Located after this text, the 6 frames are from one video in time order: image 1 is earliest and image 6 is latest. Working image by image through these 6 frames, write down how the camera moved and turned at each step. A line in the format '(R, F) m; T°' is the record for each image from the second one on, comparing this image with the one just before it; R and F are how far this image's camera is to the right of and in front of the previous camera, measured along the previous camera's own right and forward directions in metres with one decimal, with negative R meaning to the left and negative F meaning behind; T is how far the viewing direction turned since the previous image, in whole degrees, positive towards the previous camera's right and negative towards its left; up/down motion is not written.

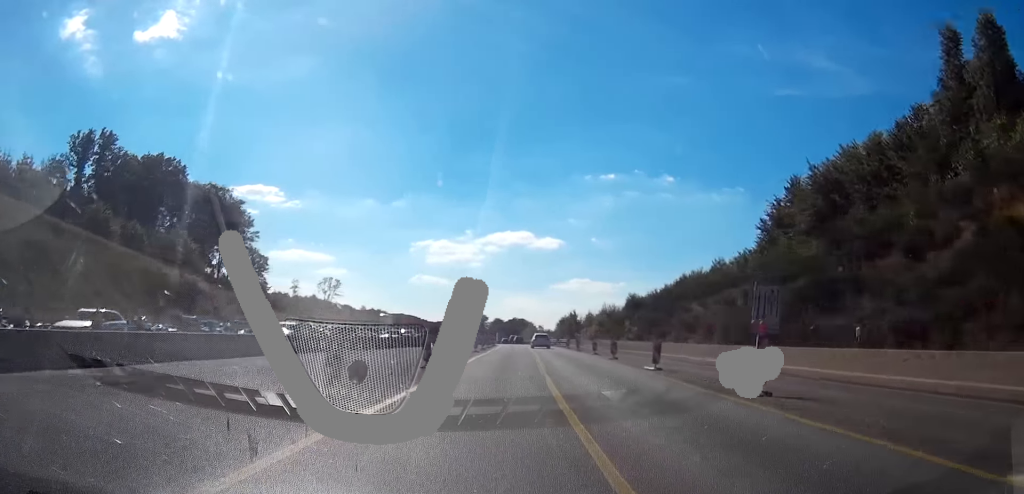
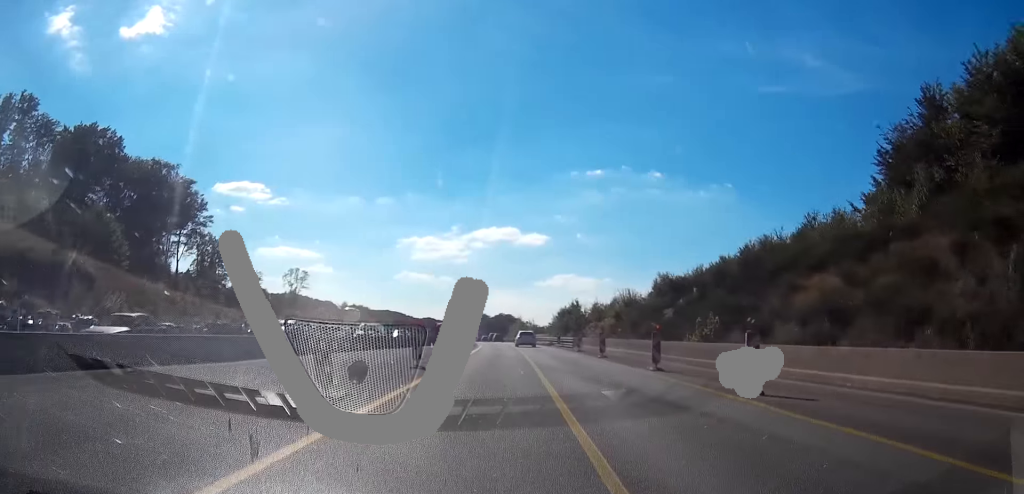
(+0.1, +23.9) m; -1°
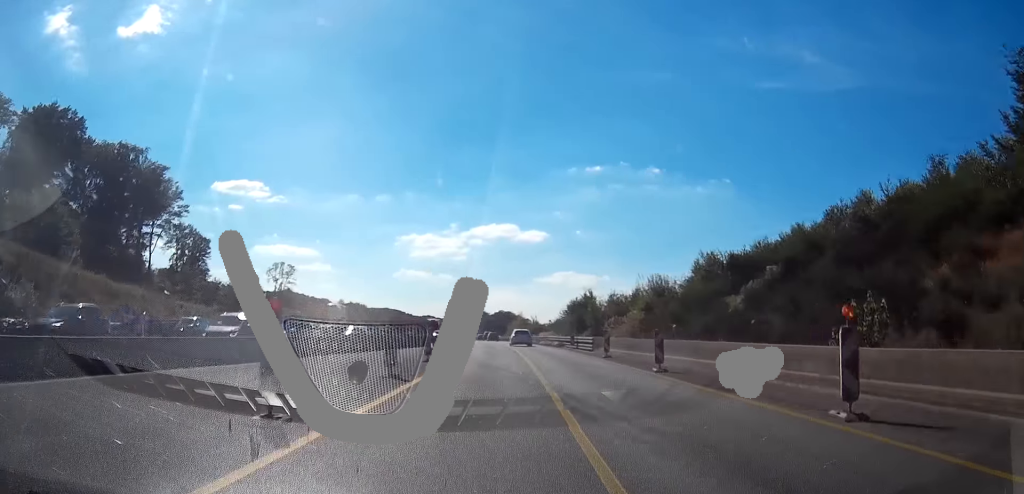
(-0.1, +14.3) m; -1°
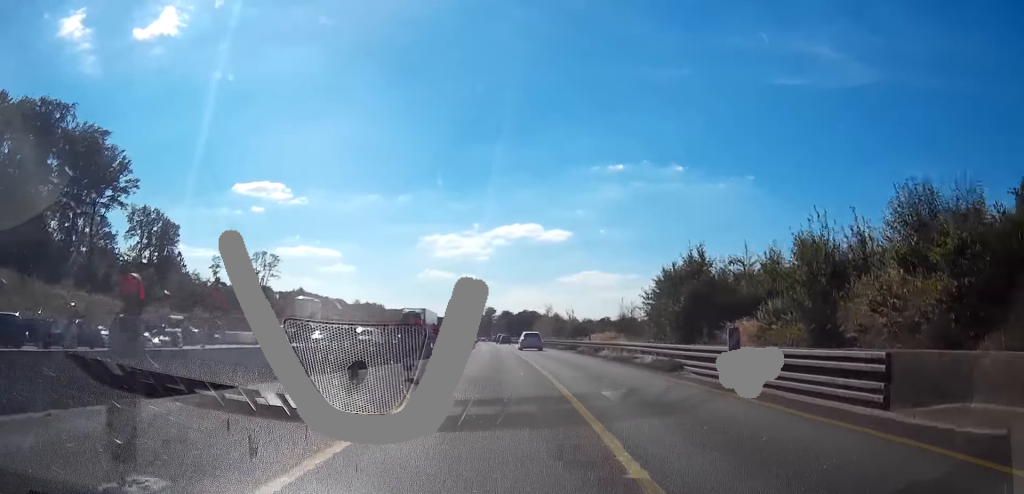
(-0.6, +34.4) m; -1°
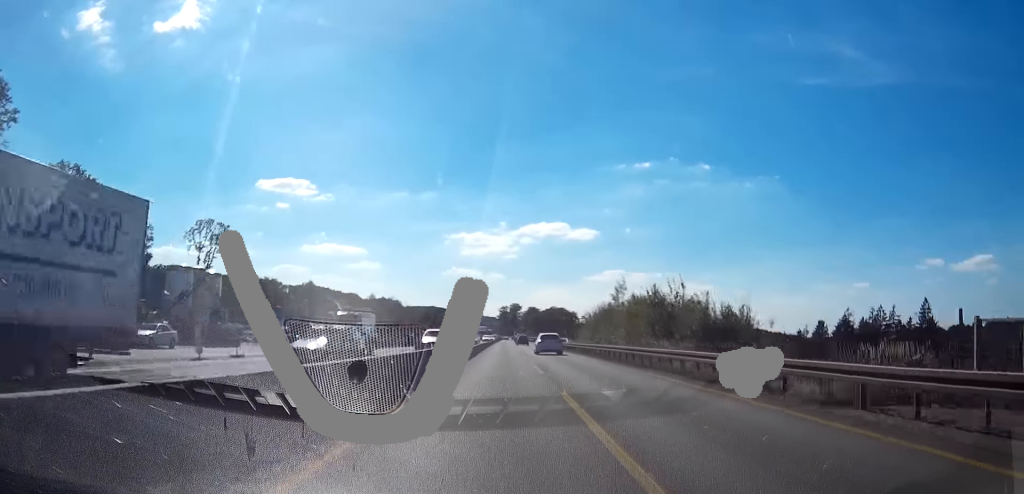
(-0.4, +48.4) m; -1°
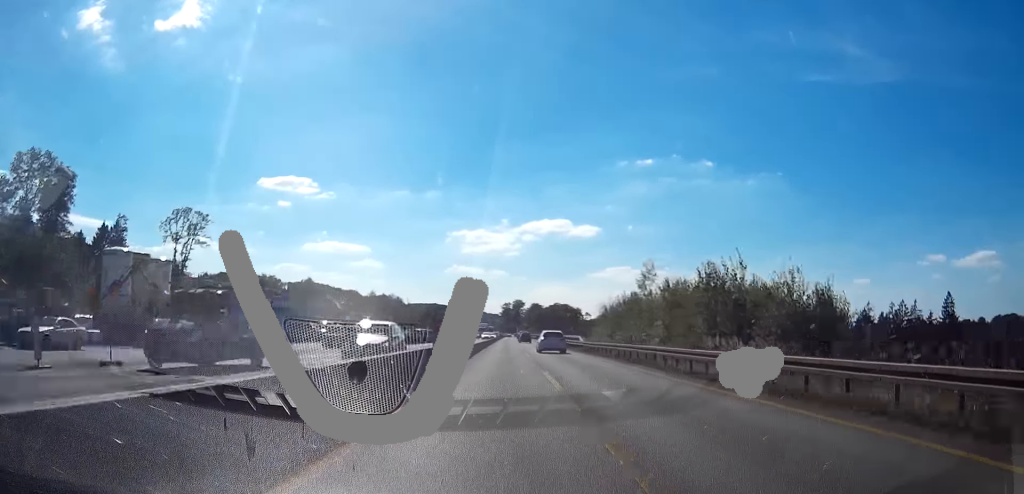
(-0.1, +11.2) m; 0°
